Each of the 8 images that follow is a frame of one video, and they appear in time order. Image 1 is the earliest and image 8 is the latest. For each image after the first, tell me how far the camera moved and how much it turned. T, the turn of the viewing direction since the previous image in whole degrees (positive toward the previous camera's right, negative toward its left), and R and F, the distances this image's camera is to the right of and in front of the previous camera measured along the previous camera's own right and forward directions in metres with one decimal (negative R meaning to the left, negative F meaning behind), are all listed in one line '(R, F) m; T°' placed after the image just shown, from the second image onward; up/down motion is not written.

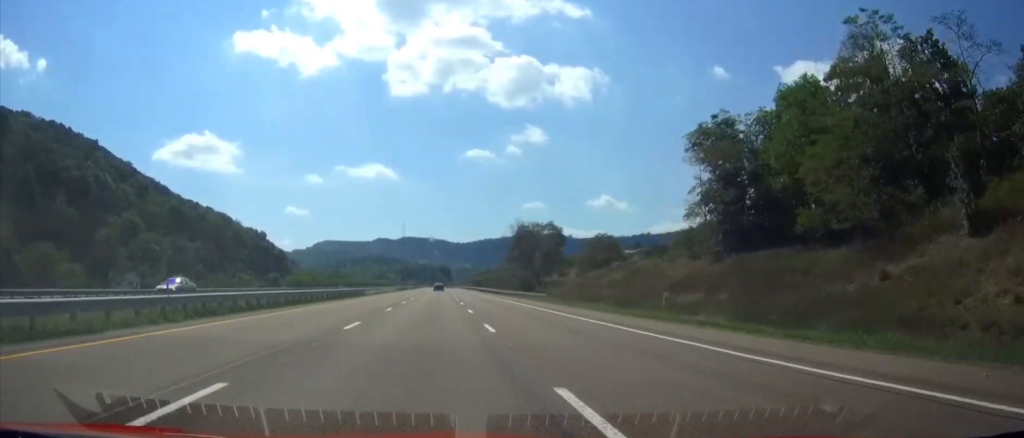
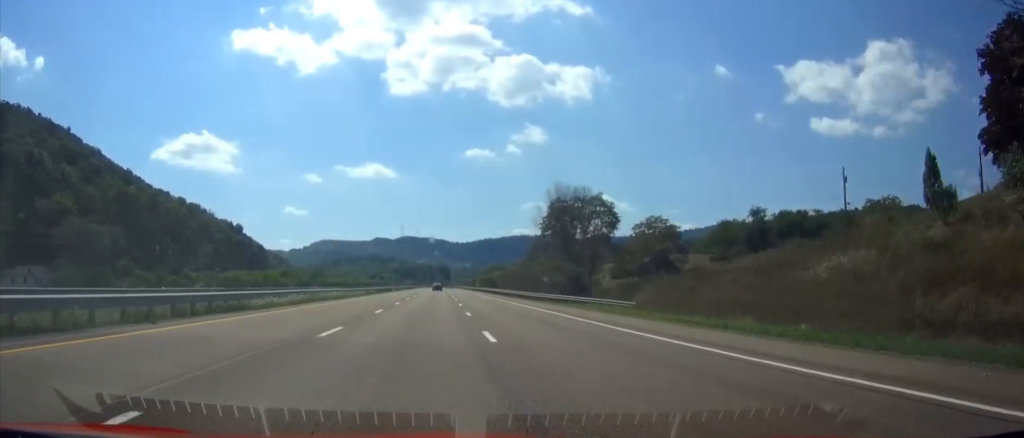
(+0.1, +40.6) m; 0°
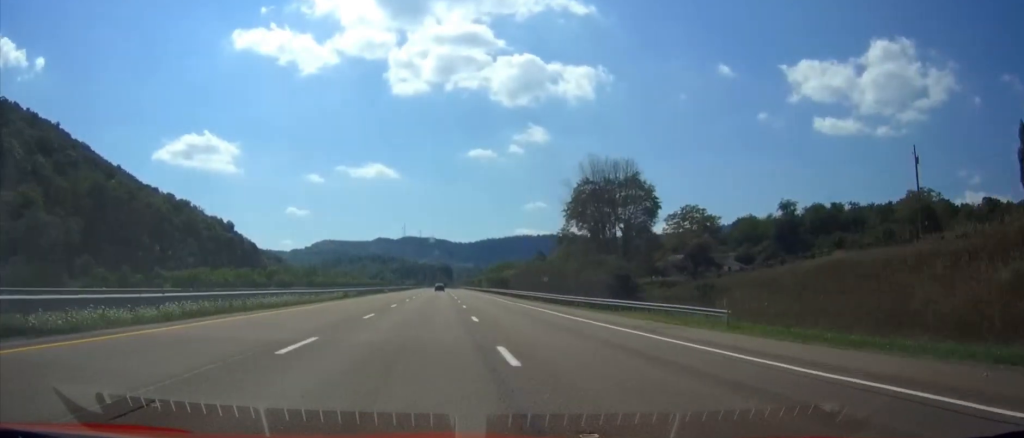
(0.0, +16.5) m; 0°
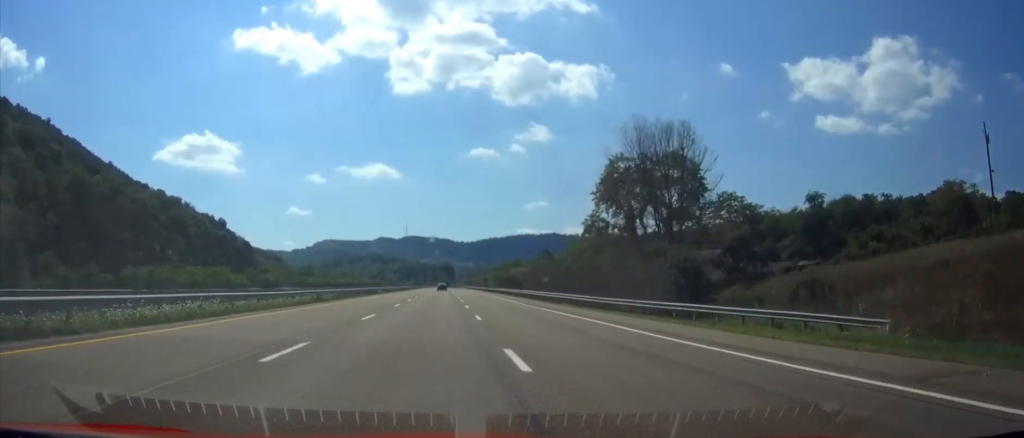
(0.0, +13.4) m; 0°
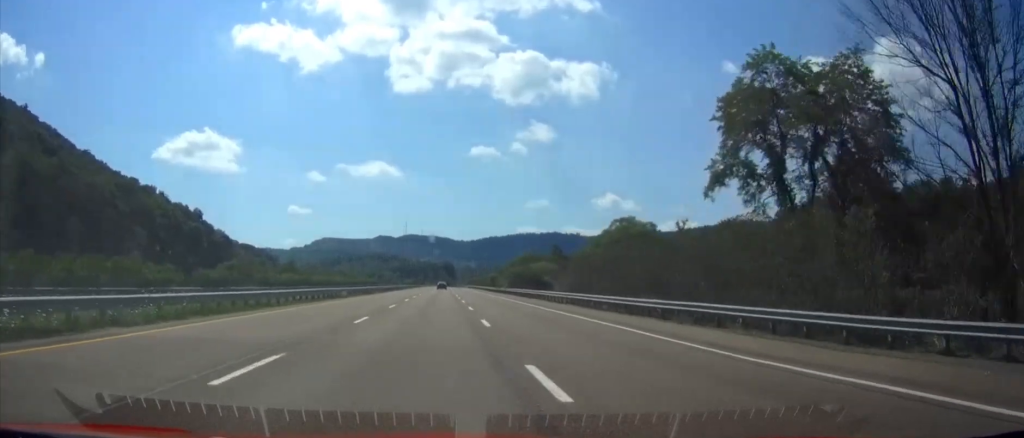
(-0.1, +28.7) m; 0°
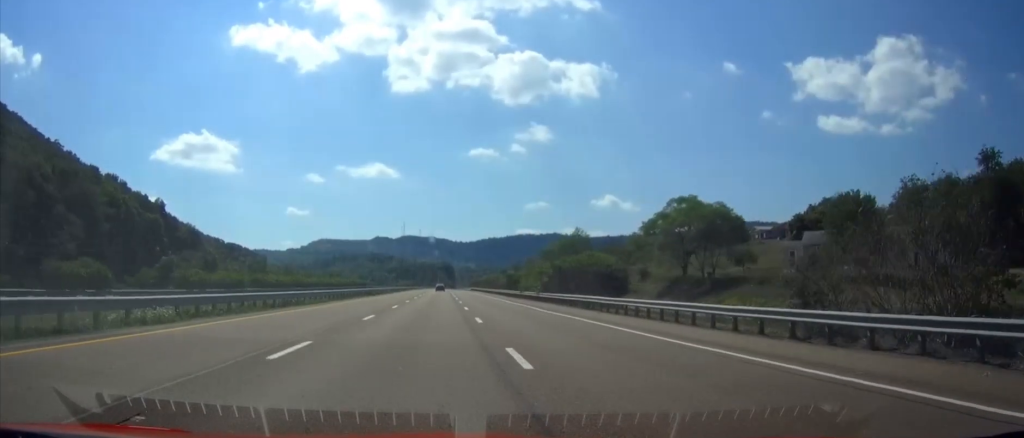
(-0.1, +34.6) m; 0°
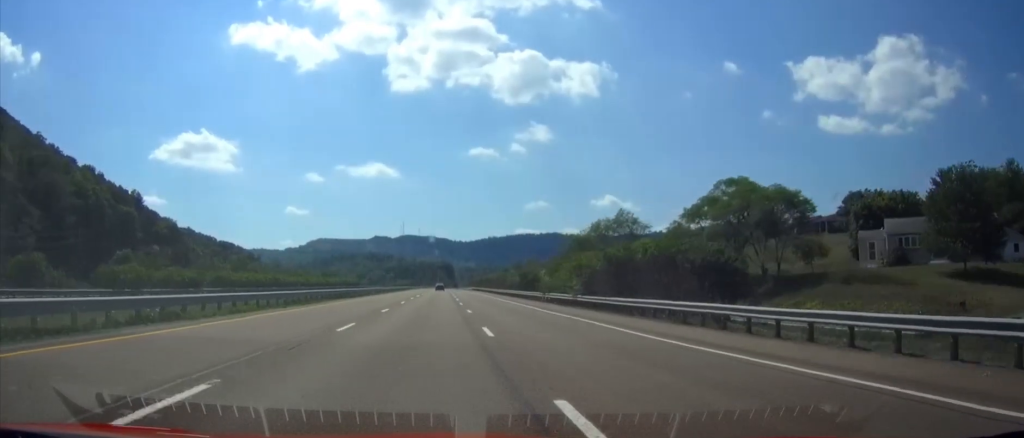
(0.0, +18.2) m; 0°
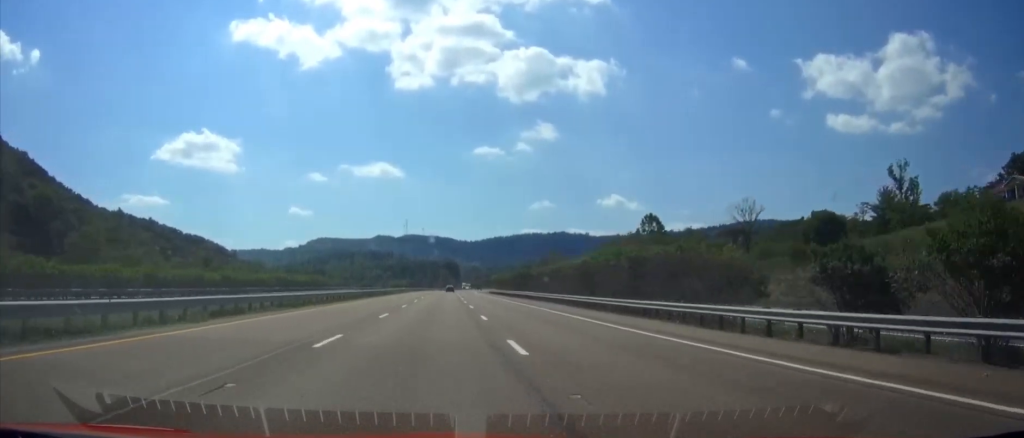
(-0.2, +80.7) m; -1°
